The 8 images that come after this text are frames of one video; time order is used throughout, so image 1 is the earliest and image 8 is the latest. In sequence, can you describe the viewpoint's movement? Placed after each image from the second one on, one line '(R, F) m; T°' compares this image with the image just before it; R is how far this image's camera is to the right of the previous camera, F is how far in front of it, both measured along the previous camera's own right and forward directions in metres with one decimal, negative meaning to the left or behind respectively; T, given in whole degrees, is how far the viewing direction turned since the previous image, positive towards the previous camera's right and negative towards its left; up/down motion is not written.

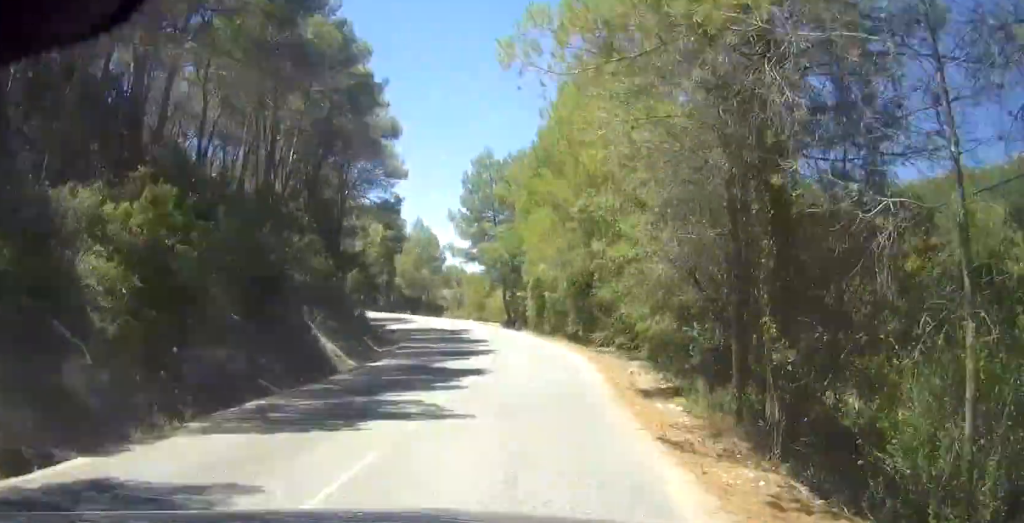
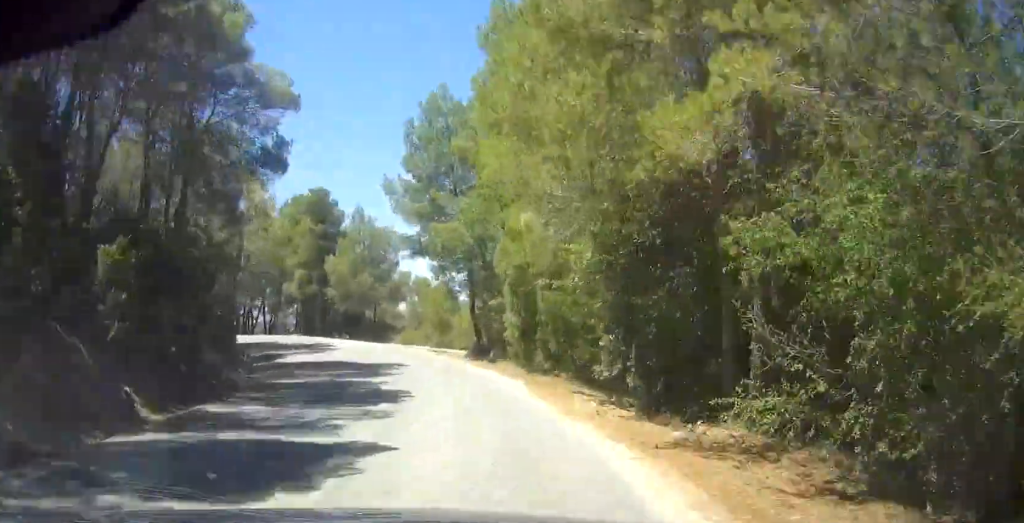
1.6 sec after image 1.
(+2.2, +16.5) m; -4°
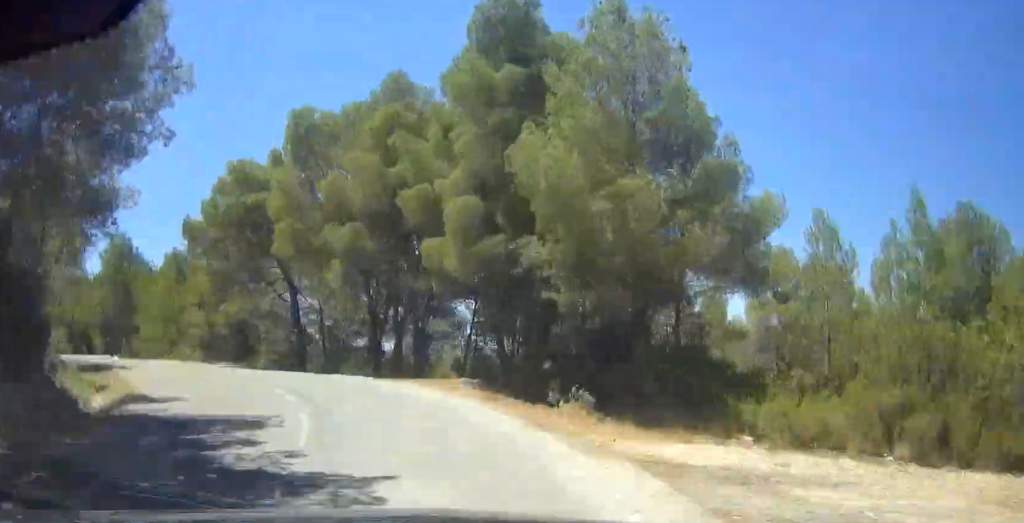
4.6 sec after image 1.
(-3.9, +30.3) m; -17°
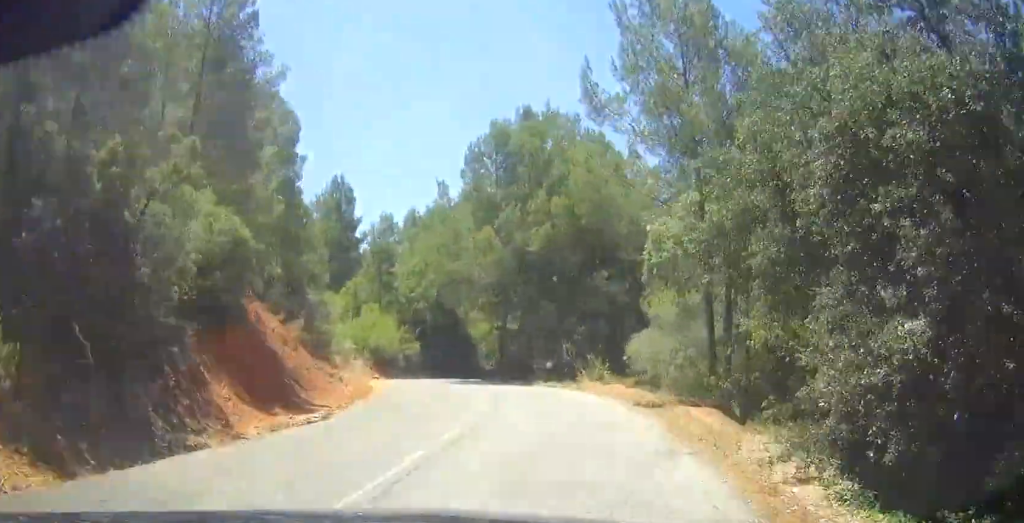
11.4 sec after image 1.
(-22.5, +63.2) m; -22°
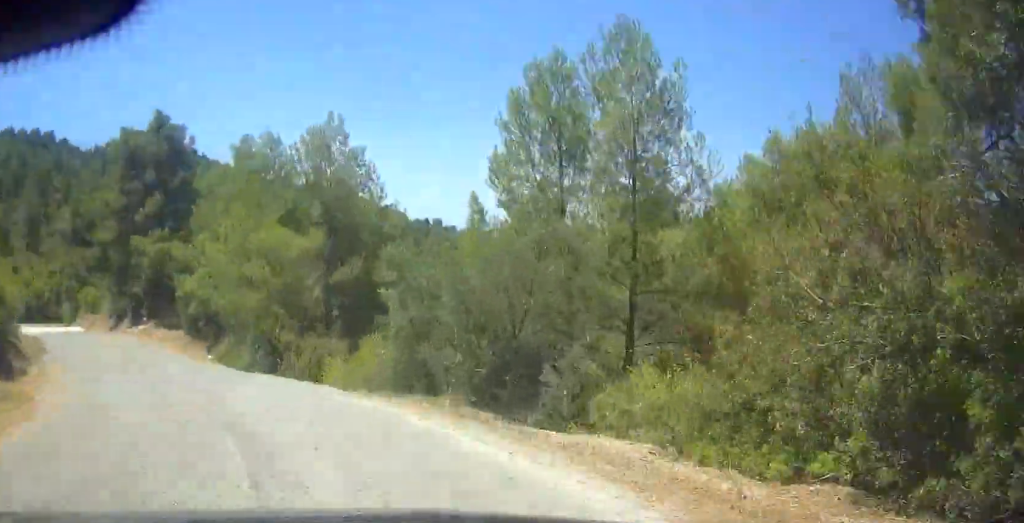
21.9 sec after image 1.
(+37.5, +91.1) m; +13°
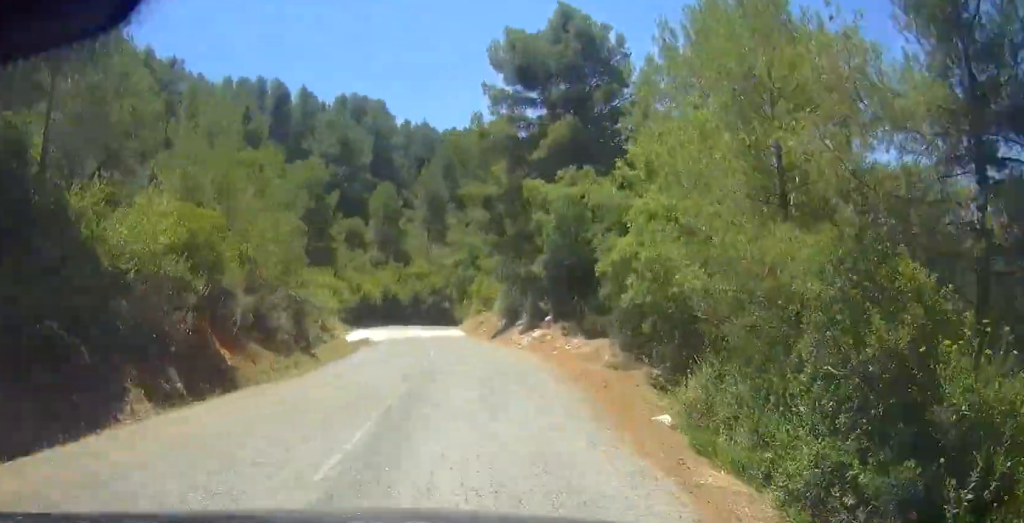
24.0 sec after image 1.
(-3.9, +18.3) m; -11°
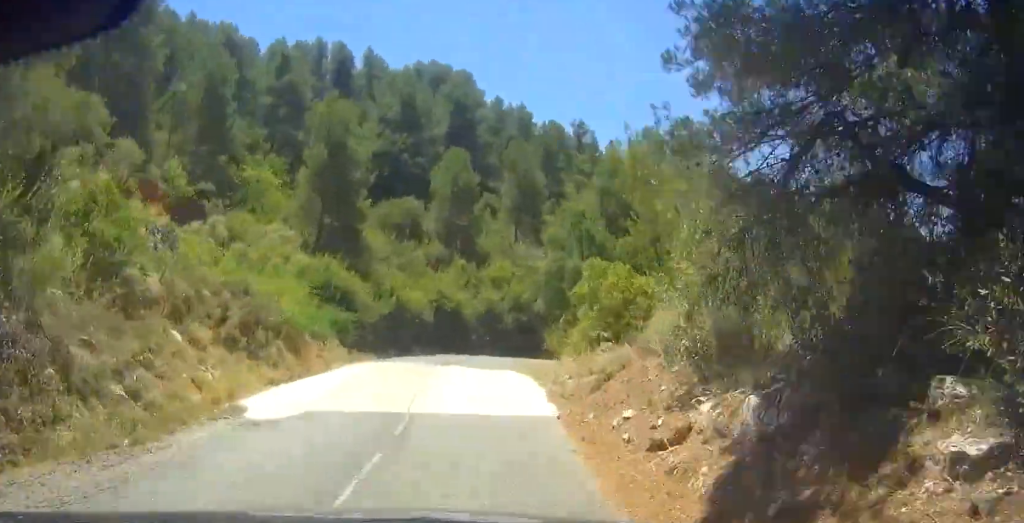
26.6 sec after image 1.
(-6.1, +24.1) m; -14°
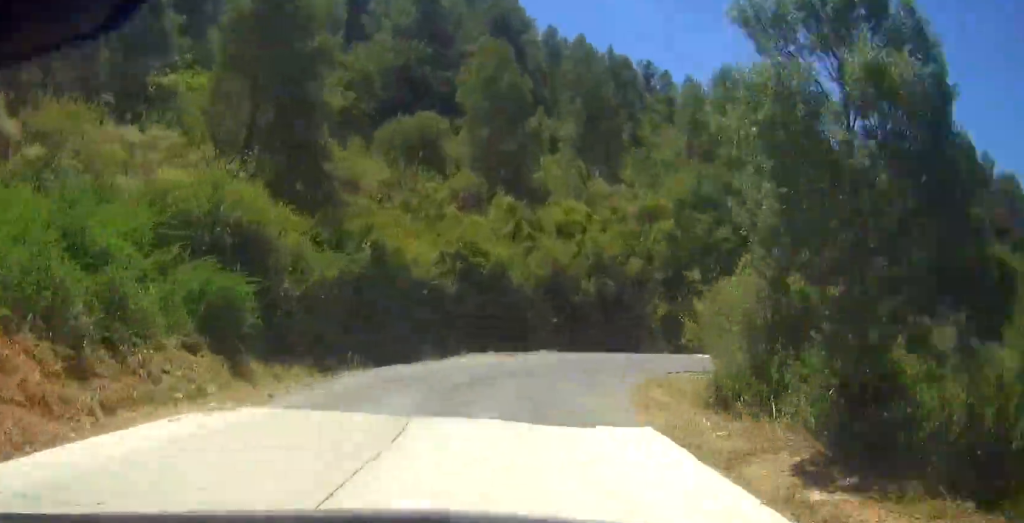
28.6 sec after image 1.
(+0.1, +20.0) m; +17°
